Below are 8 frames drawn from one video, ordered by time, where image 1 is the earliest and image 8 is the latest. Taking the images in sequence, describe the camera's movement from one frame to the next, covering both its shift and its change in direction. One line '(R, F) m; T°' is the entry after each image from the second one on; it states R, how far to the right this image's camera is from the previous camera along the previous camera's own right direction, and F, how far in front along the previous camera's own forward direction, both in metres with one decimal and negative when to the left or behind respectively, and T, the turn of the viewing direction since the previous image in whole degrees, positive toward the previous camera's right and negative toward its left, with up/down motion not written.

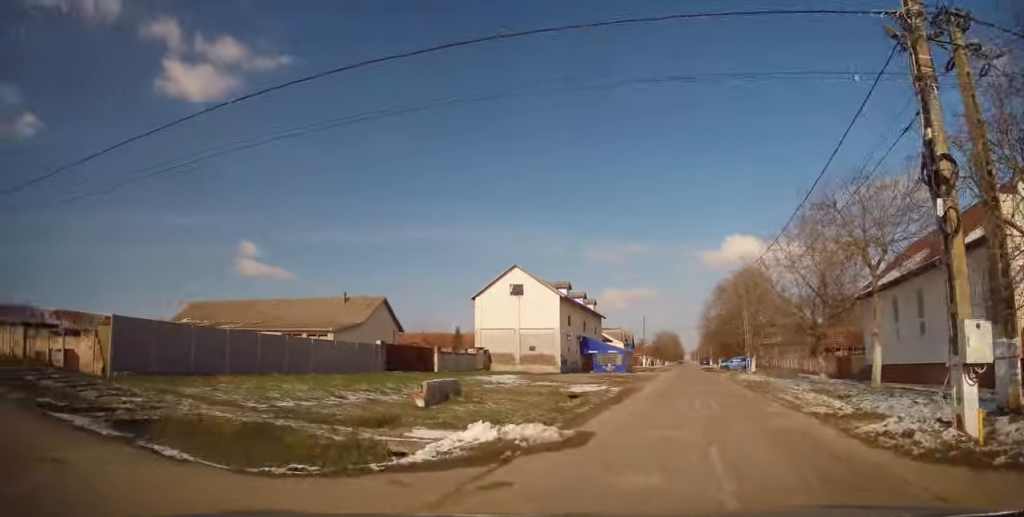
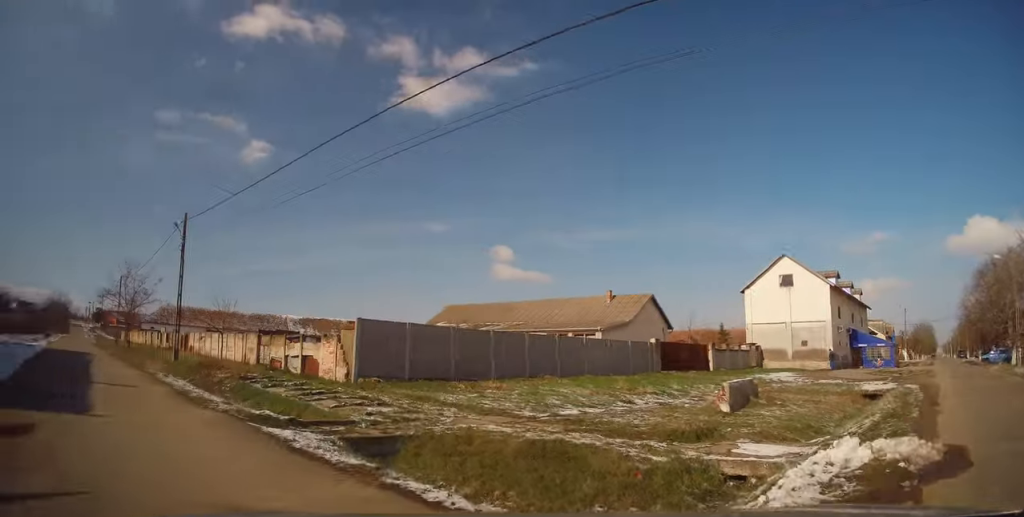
(-1.2, +2.9) m; -26°
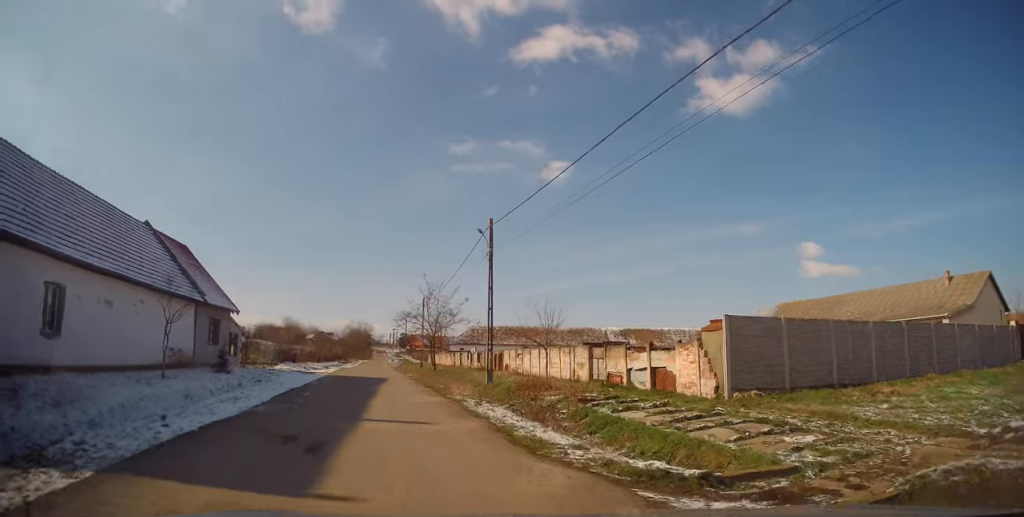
(-1.5, +4.9) m; -26°
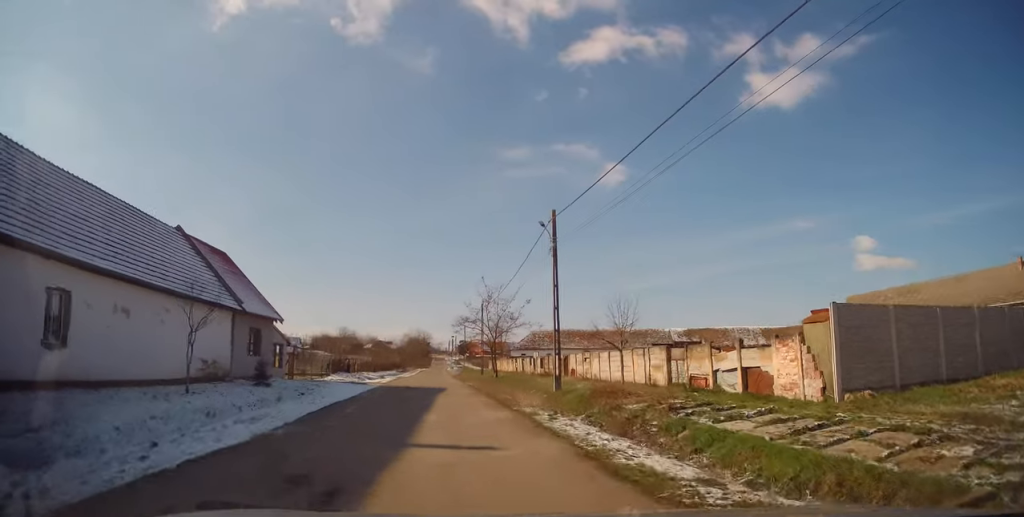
(-0.1, +2.3) m; -5°
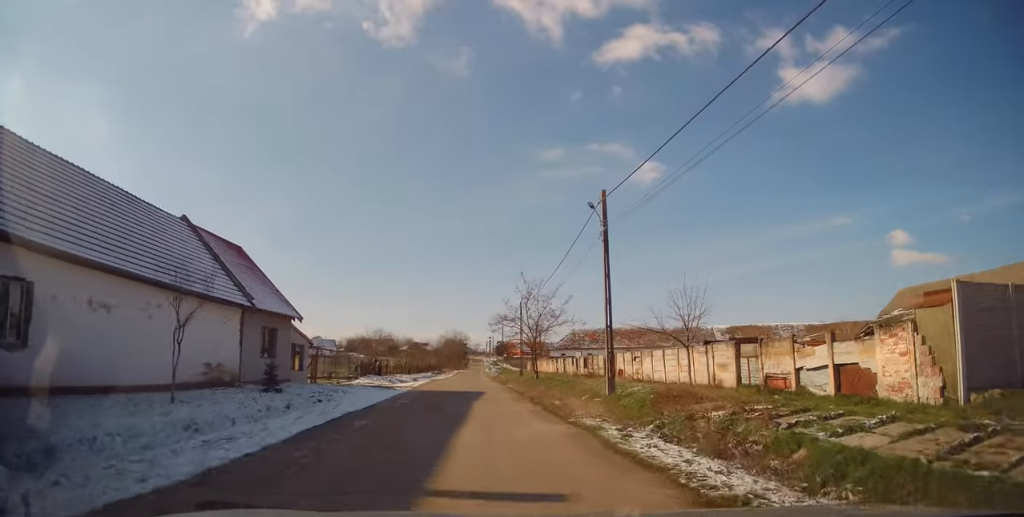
(-0.3, +2.9) m; -1°
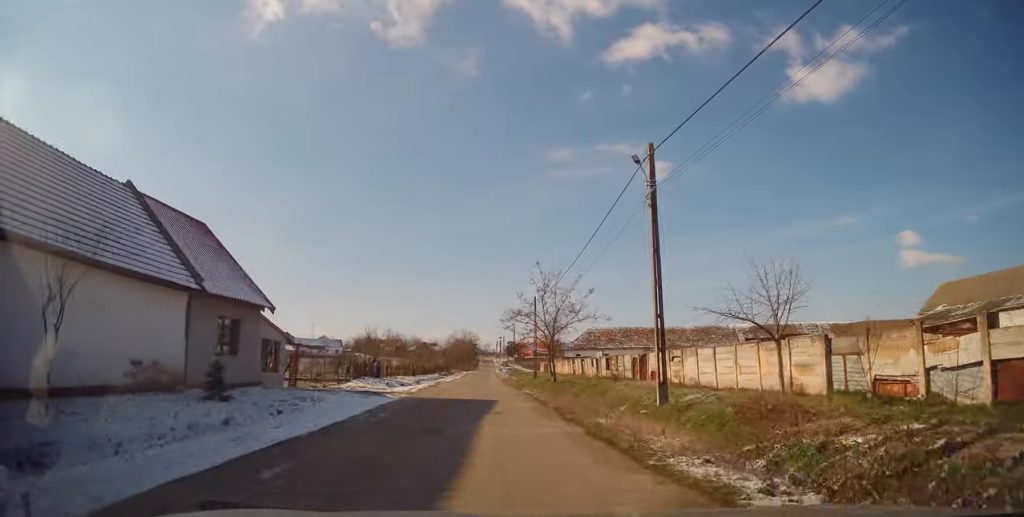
(-0.2, +4.6) m; 0°
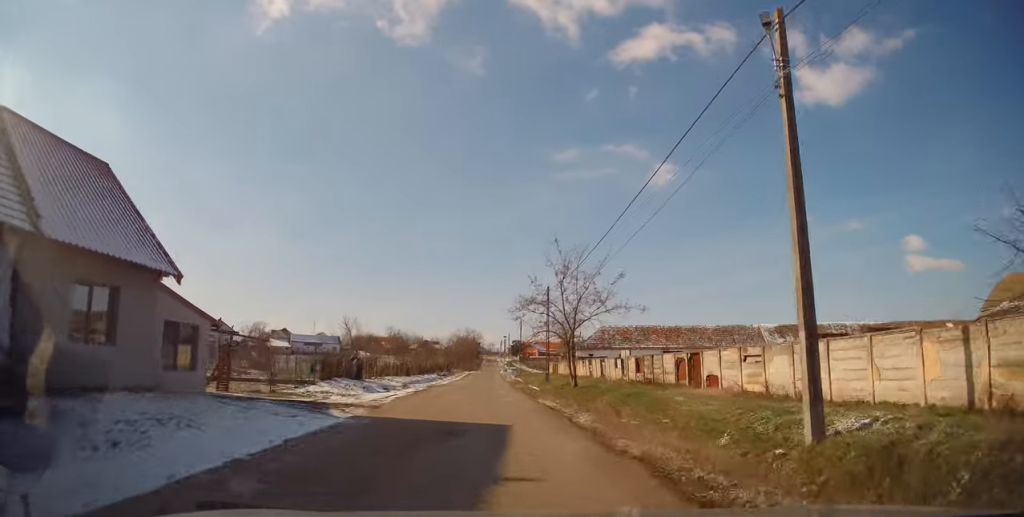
(+0.3, +6.8) m; +2°
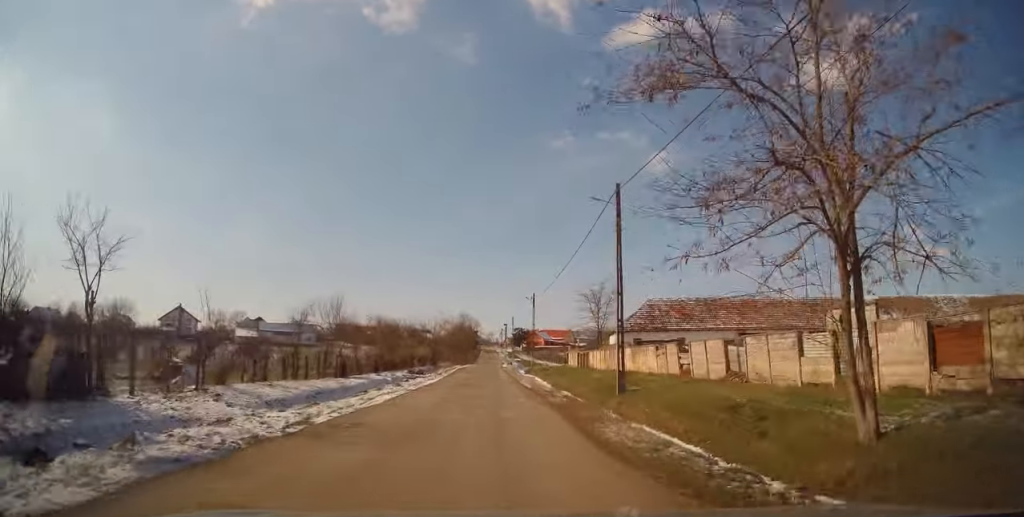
(-0.6, +25.4) m; -1°
